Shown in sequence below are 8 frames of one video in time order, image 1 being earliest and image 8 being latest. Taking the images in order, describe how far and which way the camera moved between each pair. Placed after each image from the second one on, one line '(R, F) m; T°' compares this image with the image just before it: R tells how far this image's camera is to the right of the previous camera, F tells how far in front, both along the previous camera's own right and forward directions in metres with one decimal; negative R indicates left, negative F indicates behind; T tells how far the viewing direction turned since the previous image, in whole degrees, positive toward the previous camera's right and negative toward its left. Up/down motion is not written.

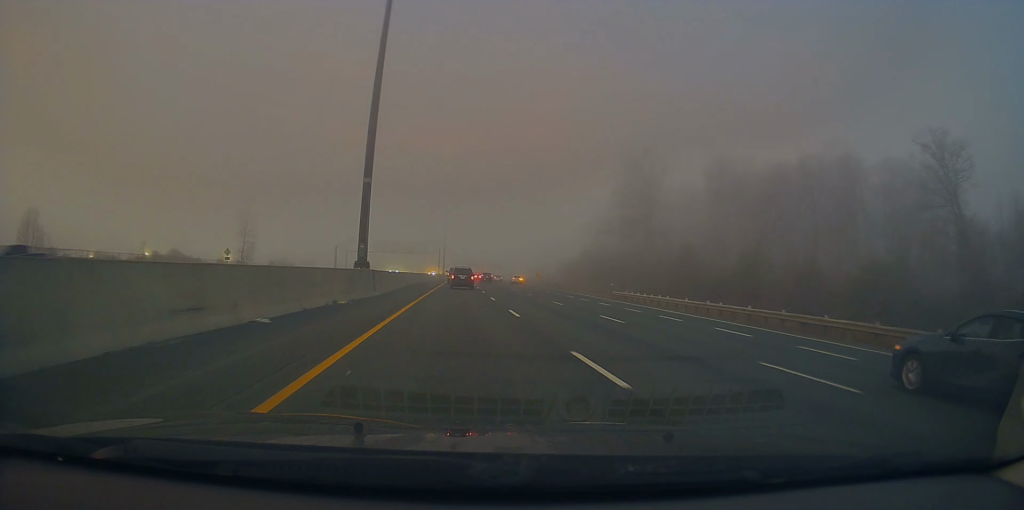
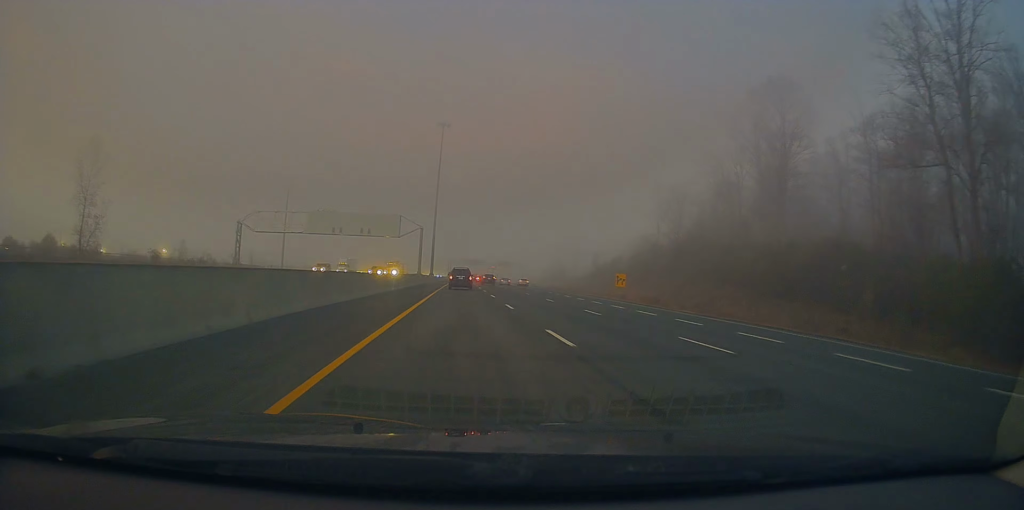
(+0.4, +67.0) m; +1°
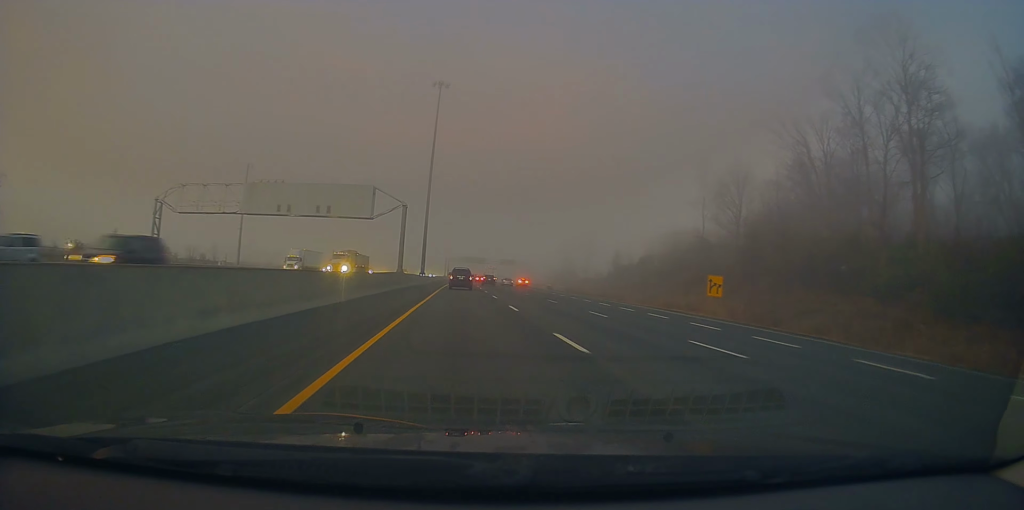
(-0.5, +24.8) m; 0°
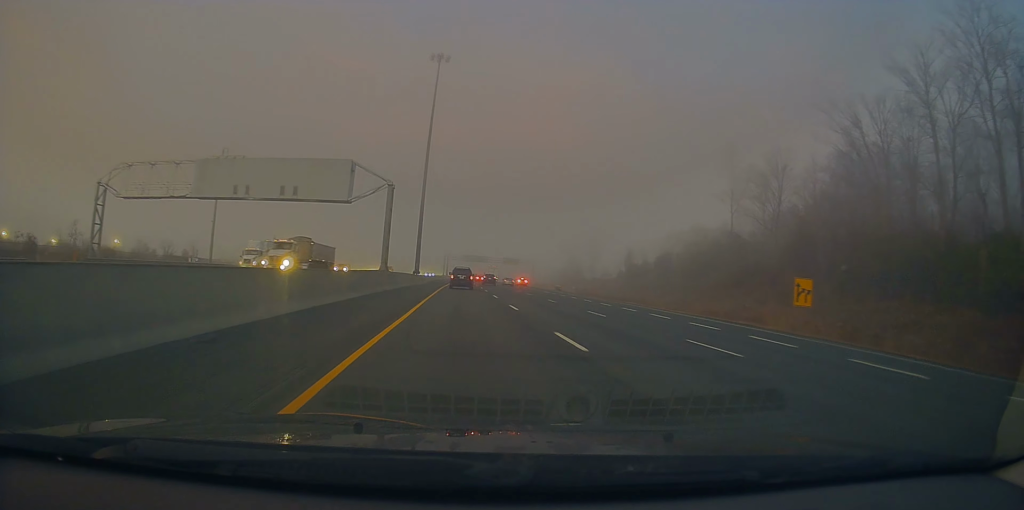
(+0.1, +11.3) m; 0°
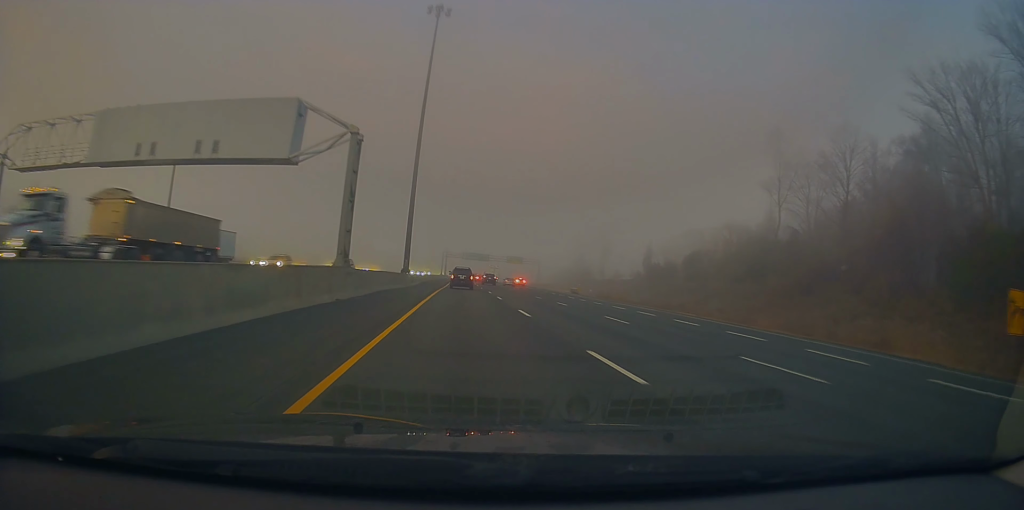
(+0.3, +14.6) m; 0°
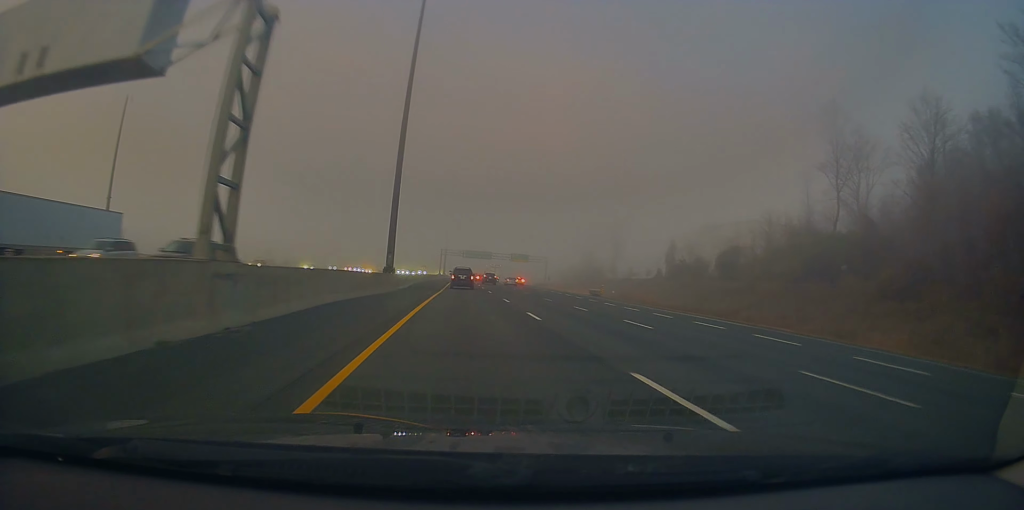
(-0.1, +13.9) m; 0°
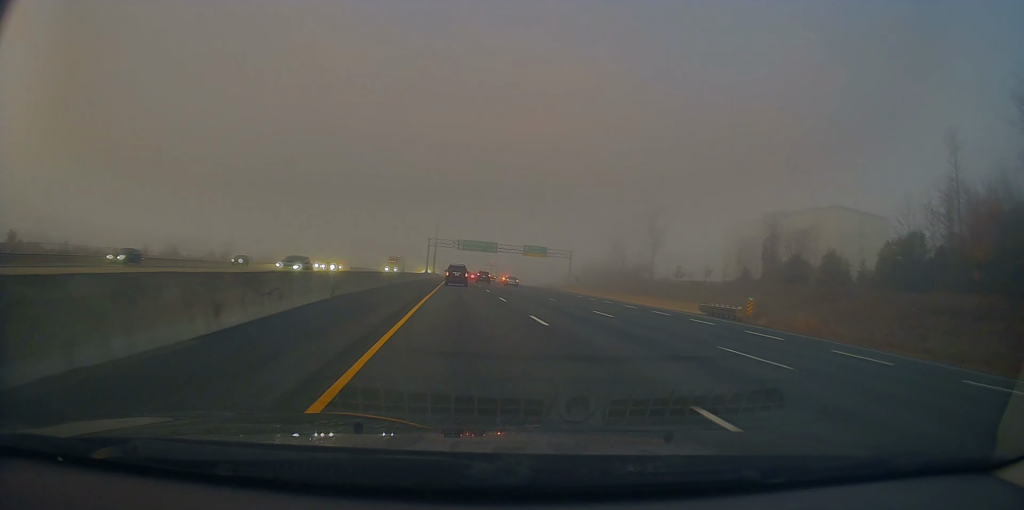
(0.0, +40.2) m; 0°
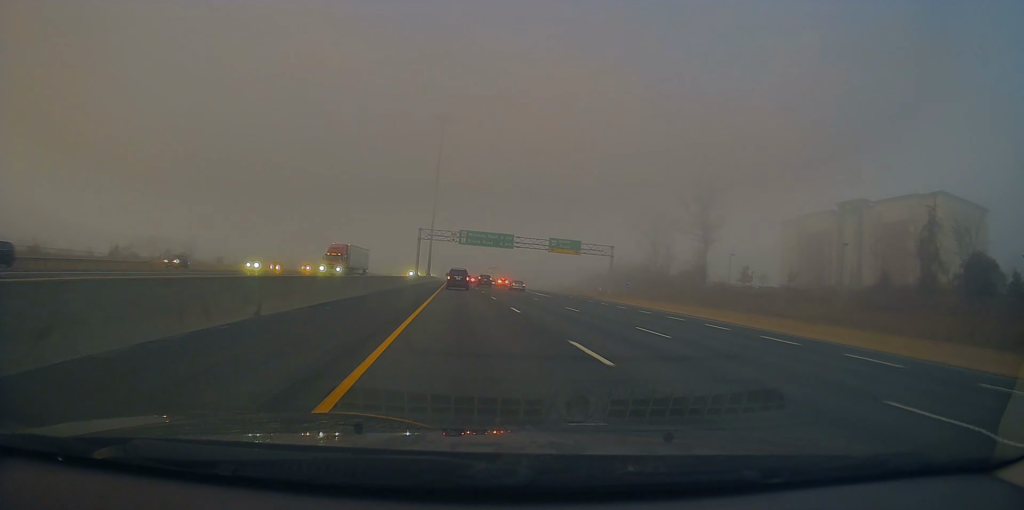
(-0.3, +29.8) m; 0°
